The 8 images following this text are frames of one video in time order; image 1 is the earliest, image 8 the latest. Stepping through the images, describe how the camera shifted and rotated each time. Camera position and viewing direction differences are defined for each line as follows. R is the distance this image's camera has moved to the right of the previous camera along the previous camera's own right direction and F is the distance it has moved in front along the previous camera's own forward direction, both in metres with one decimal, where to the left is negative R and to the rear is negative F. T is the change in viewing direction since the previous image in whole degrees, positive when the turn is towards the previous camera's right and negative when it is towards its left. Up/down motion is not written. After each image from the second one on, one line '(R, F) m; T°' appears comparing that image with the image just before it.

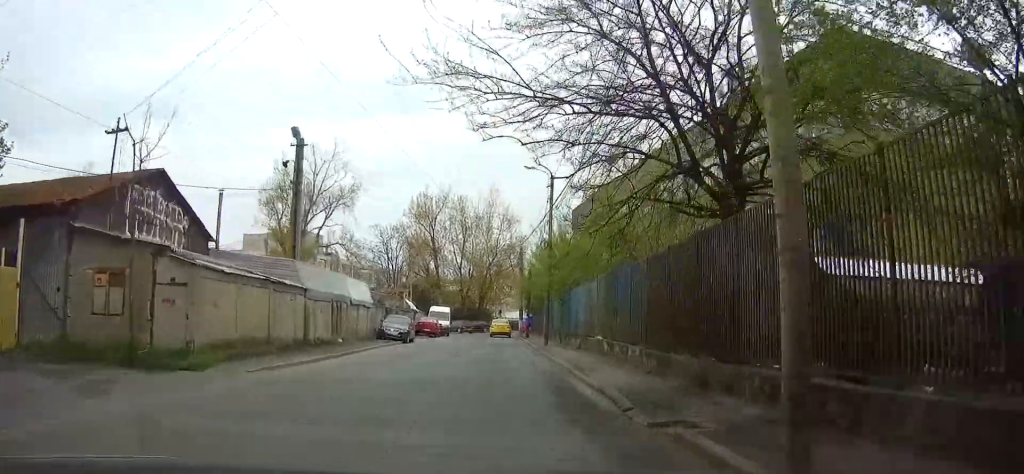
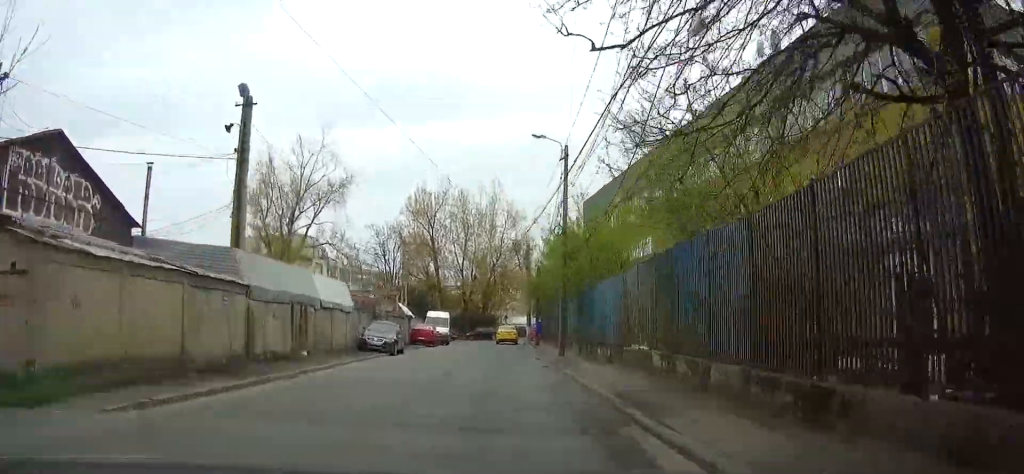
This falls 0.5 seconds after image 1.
(+0.2, +6.7) m; +2°
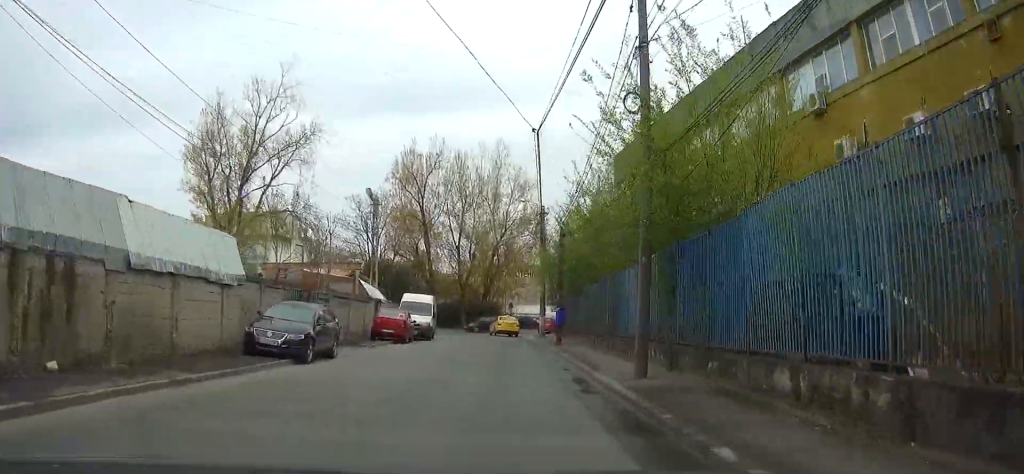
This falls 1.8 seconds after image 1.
(+0.6, +16.0) m; +1°
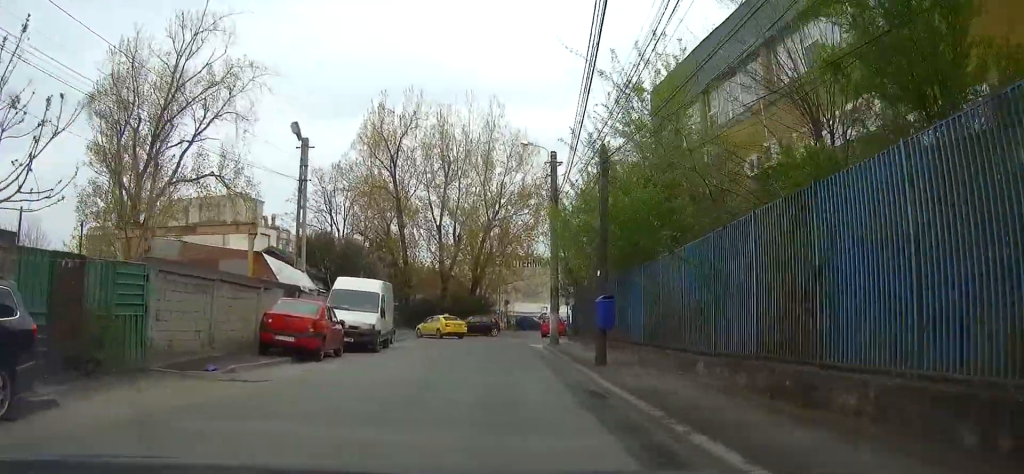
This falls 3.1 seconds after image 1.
(-0.4, +15.1) m; -2°
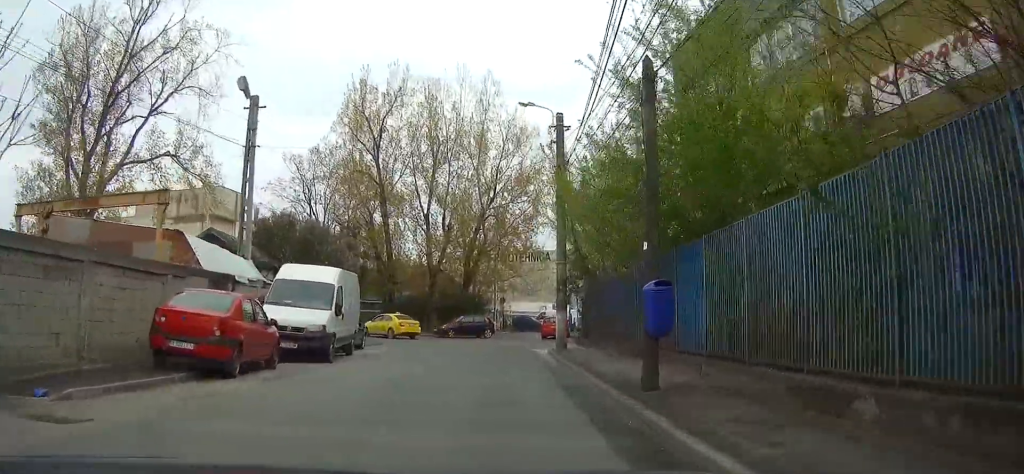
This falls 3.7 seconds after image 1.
(0.0, +5.7) m; 0°
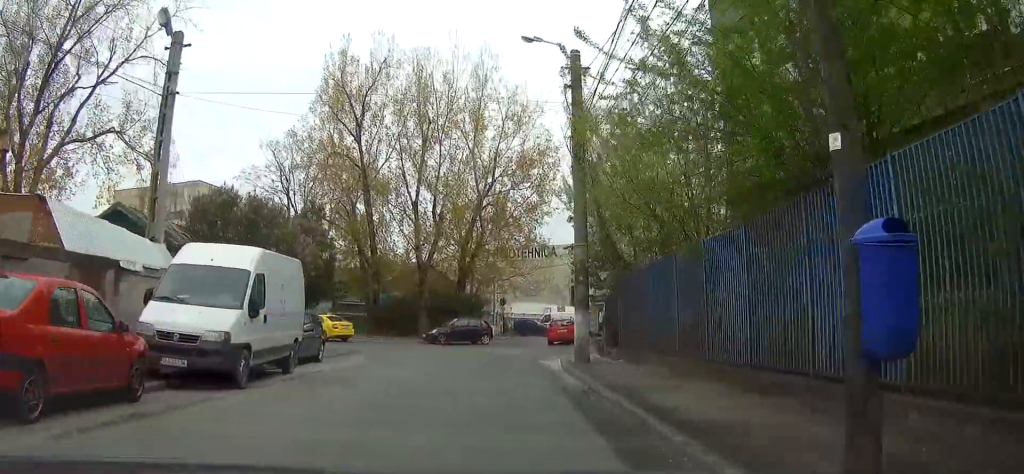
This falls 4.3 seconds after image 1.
(0.0, +6.3) m; 0°
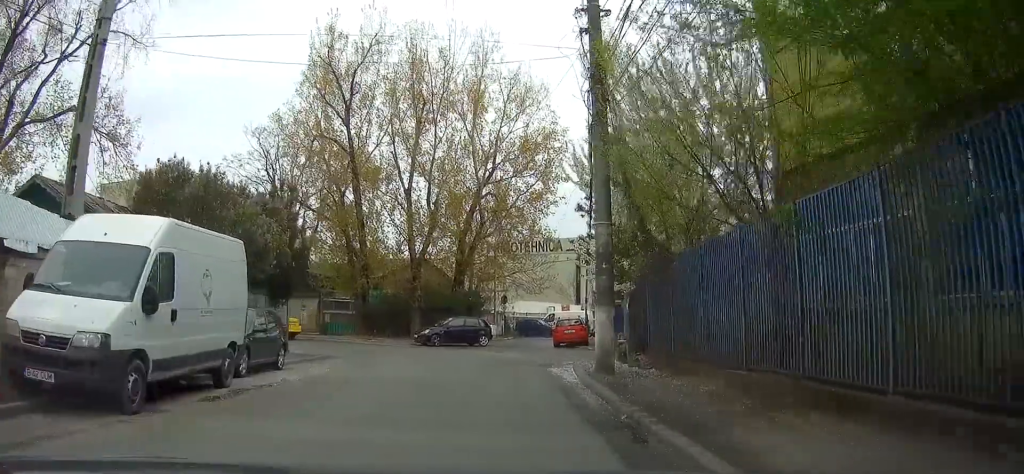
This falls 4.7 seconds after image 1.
(0.0, +3.9) m; 0°
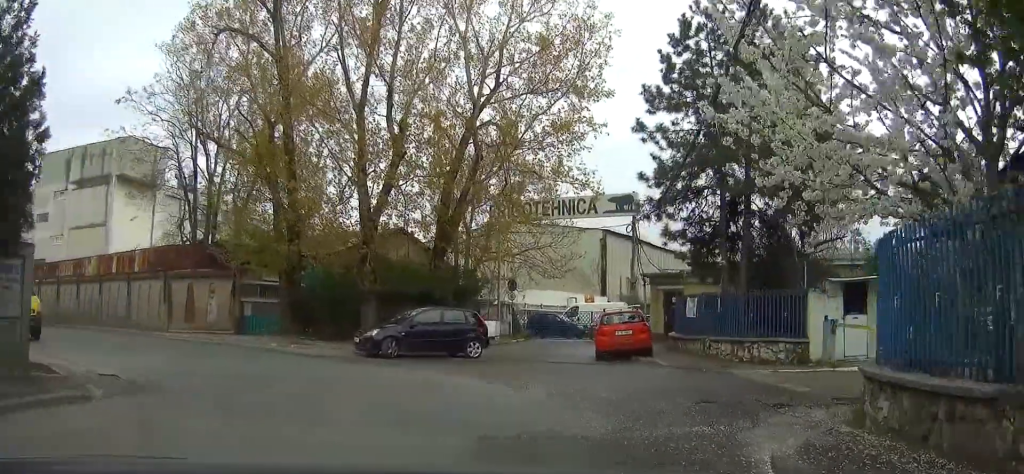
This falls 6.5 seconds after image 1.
(-0.1, +15.7) m; -2°
